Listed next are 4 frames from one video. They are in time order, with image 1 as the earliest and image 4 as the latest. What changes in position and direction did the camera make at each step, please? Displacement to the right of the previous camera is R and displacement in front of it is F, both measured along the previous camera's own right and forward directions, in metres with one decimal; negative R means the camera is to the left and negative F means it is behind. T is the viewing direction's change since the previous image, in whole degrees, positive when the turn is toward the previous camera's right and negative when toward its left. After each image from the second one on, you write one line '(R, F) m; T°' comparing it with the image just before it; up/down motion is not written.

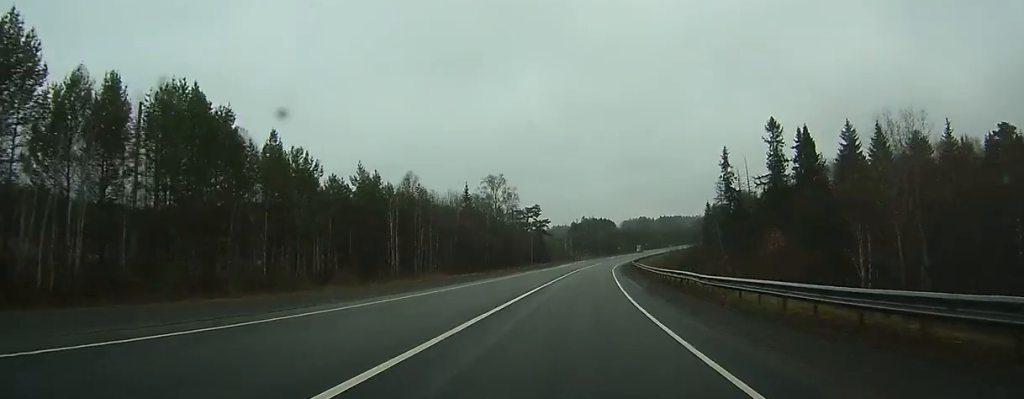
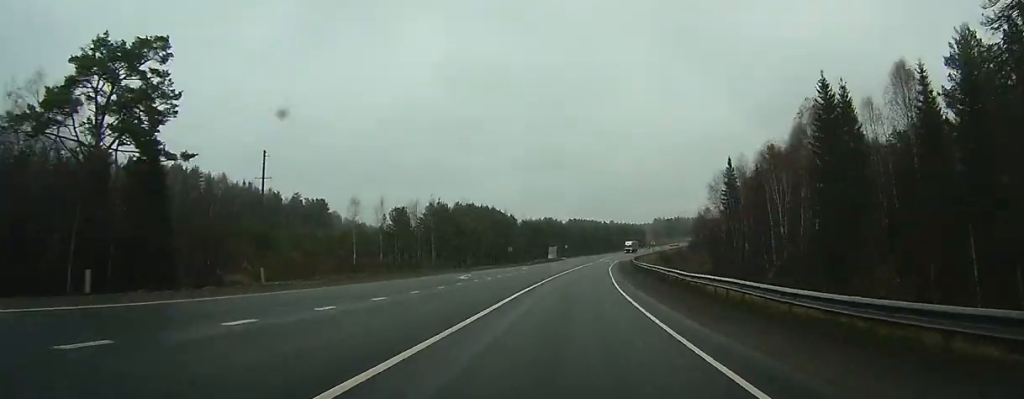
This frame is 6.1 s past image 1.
(+14.4, +158.9) m; +10°
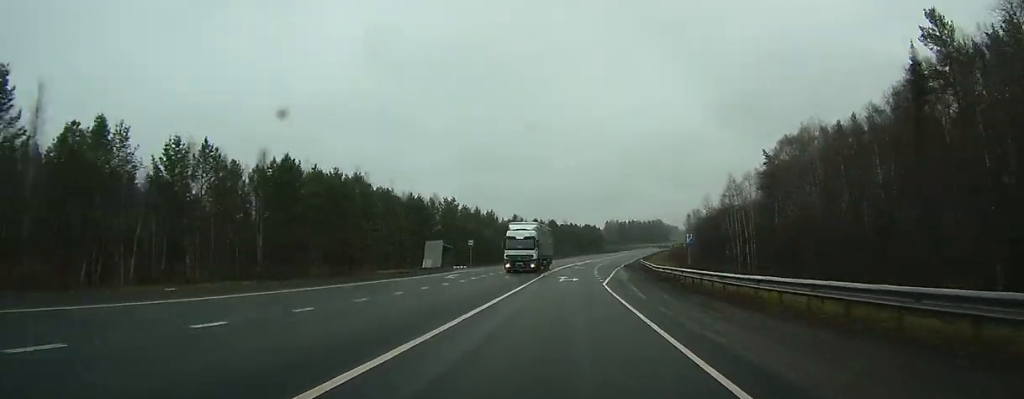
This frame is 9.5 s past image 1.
(+4.0, +87.6) m; +5°
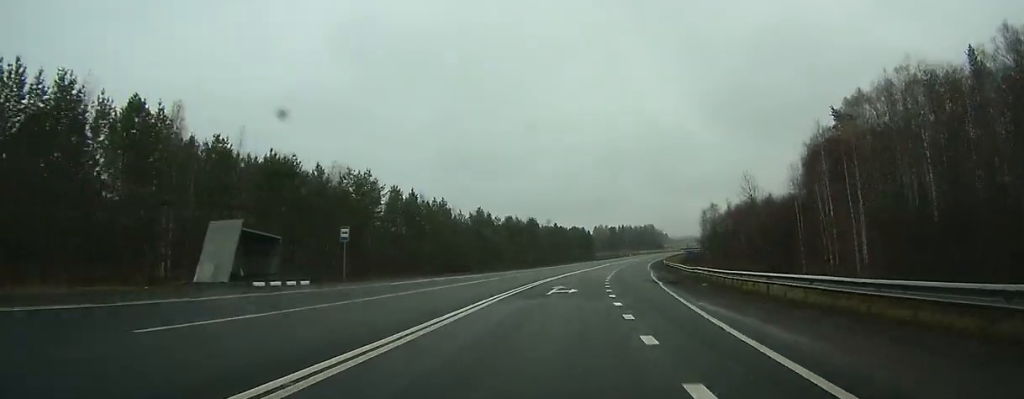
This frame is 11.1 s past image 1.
(+0.8, +40.8) m; +2°
